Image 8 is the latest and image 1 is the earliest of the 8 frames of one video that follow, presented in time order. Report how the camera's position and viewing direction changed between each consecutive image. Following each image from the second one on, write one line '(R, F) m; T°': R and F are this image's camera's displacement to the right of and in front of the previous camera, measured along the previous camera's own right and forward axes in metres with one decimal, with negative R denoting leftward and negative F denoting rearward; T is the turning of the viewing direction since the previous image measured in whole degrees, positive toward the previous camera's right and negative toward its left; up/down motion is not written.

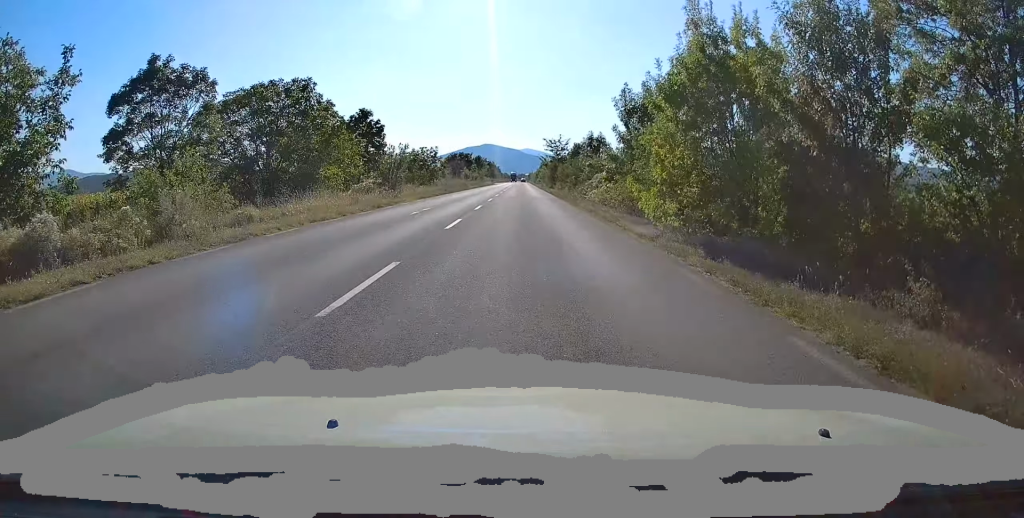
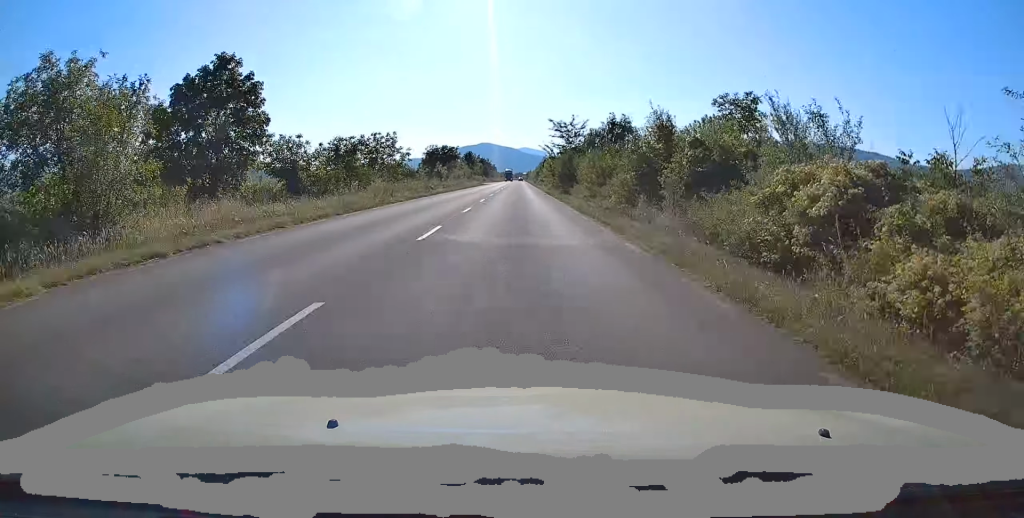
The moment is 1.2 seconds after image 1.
(-0.1, +29.5) m; 0°
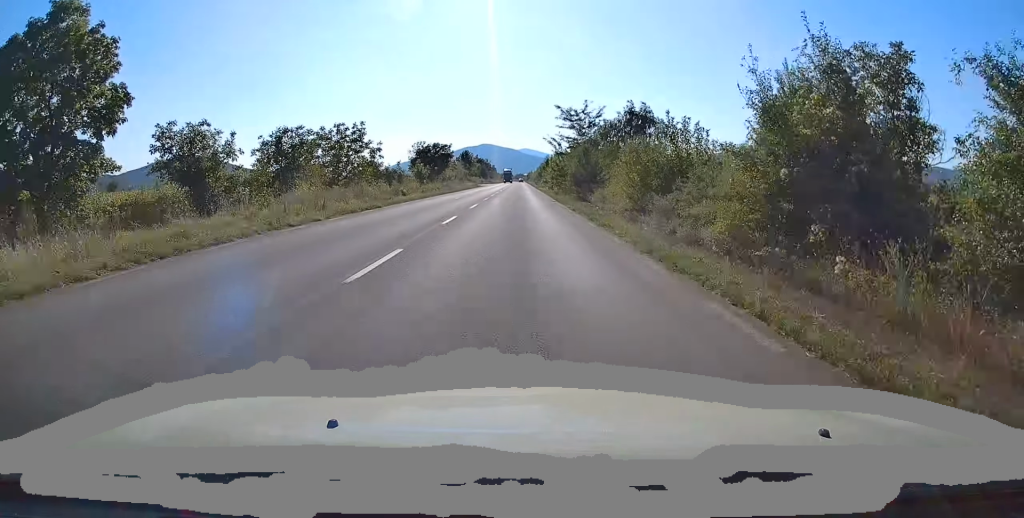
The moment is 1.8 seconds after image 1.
(0.0, +13.5) m; 0°
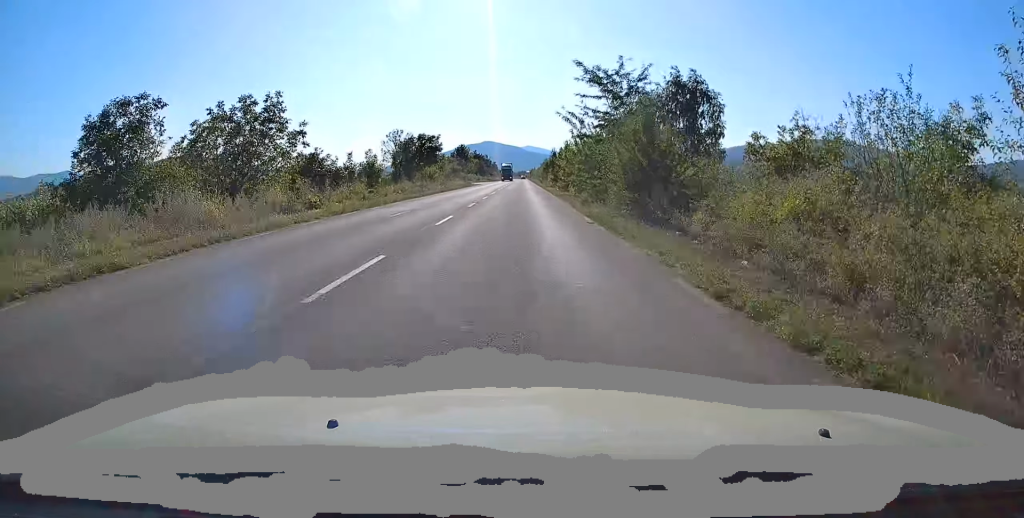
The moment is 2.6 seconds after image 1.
(+0.2, +19.1) m; +1°
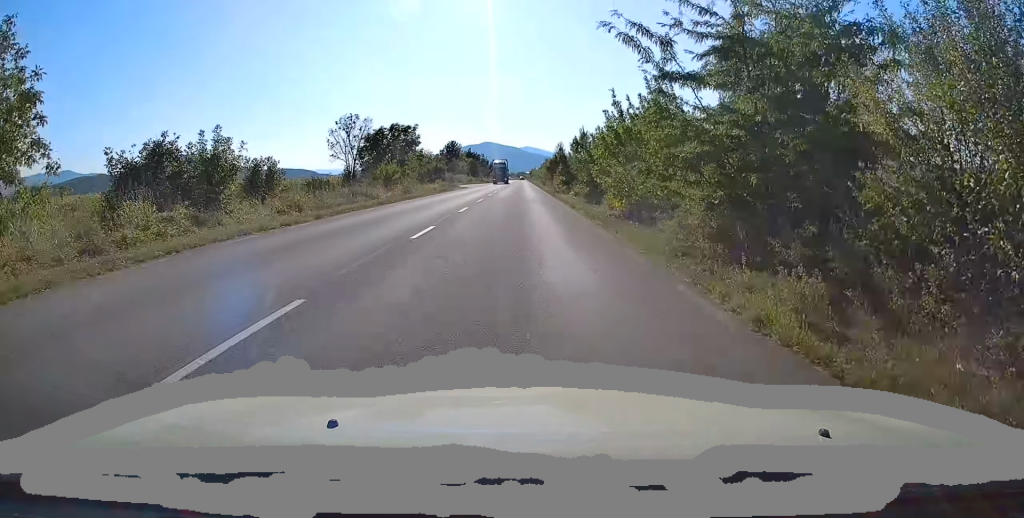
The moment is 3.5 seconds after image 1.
(0.0, +20.7) m; -1°
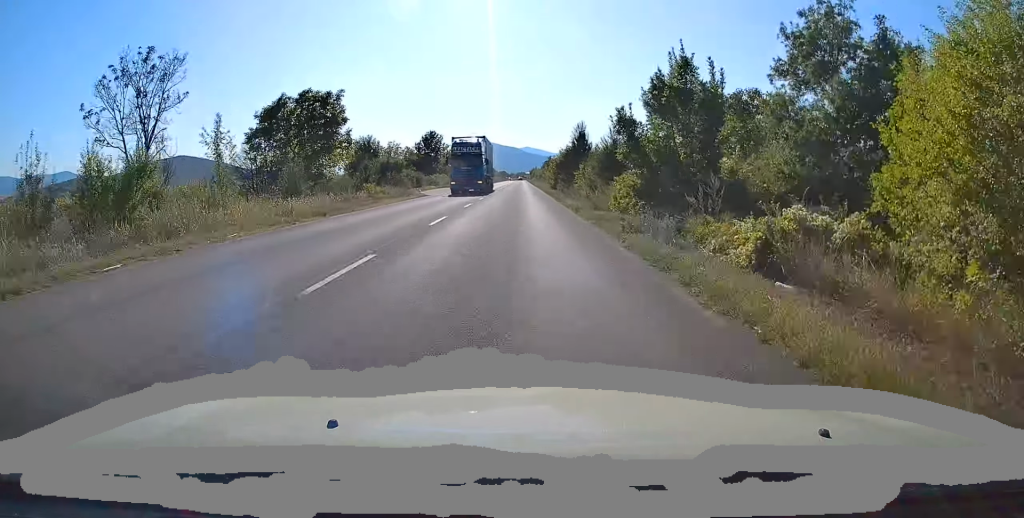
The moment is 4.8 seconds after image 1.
(-0.4, +32.7) m; 0°
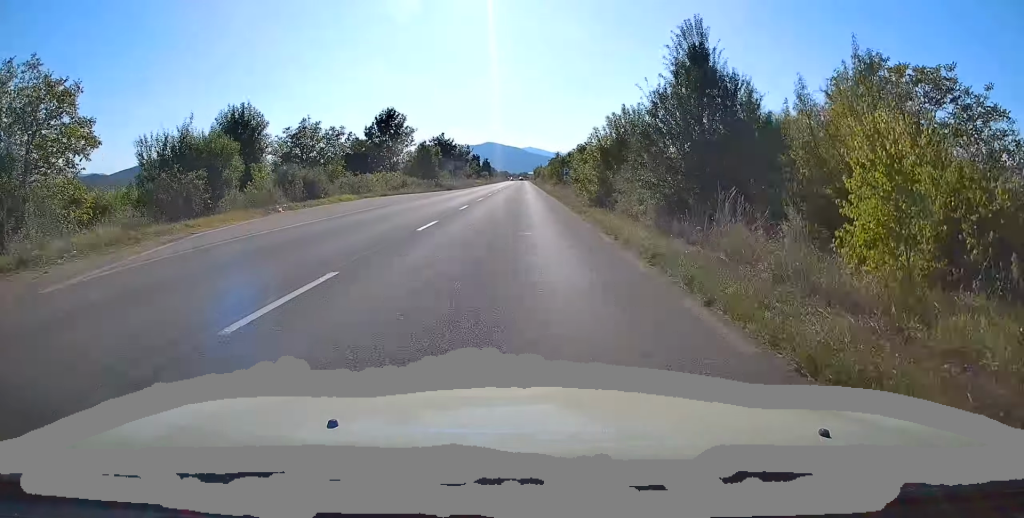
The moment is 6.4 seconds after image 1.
(-0.1, +37.5) m; 0°
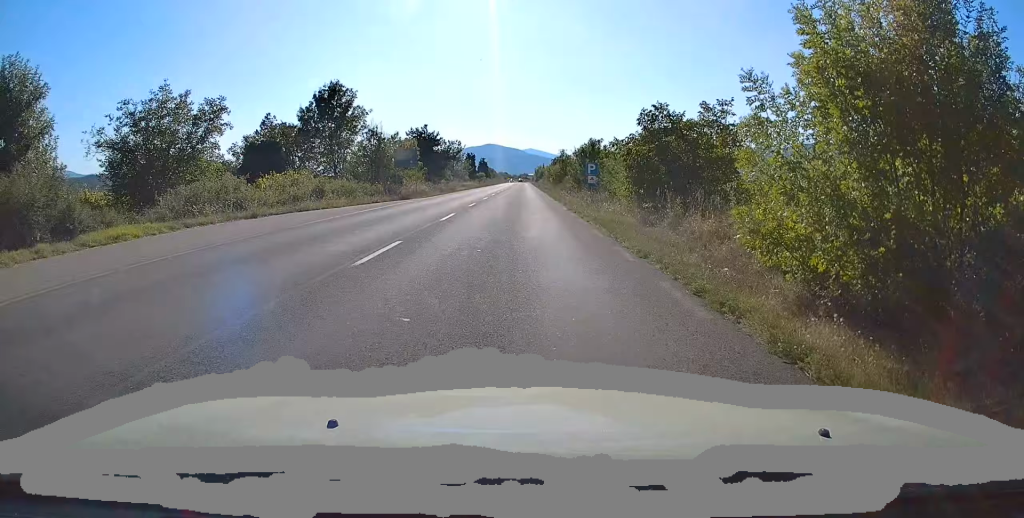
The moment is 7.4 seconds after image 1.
(+0.3, +23.2) m; 0°
